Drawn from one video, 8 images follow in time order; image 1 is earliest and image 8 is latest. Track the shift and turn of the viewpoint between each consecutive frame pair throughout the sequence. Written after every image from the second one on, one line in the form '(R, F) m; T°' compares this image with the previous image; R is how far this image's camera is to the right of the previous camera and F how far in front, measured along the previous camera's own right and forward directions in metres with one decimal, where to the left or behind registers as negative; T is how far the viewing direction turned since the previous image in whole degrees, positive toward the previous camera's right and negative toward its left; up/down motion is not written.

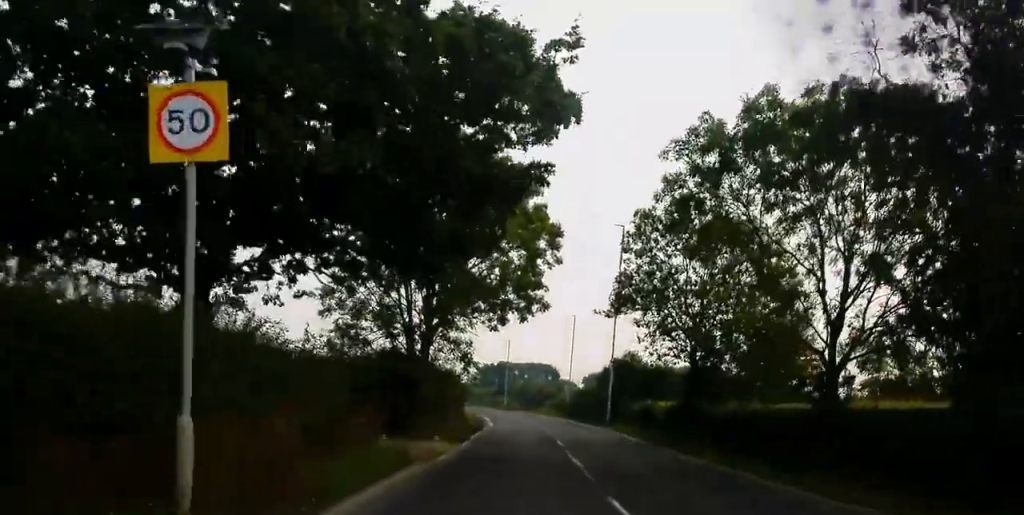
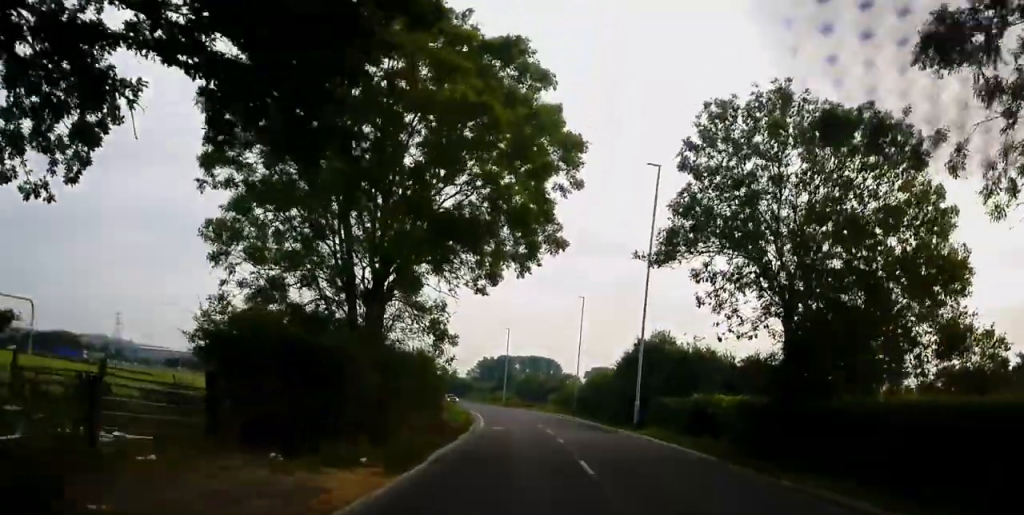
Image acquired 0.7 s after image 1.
(-0.2, +11.7) m; +1°
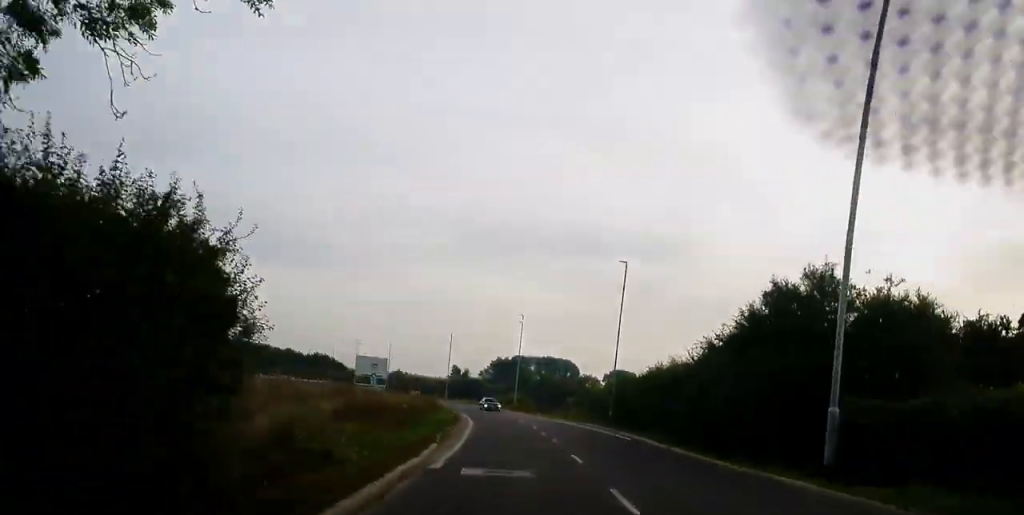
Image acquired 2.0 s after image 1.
(+0.2, +22.1) m; -2°
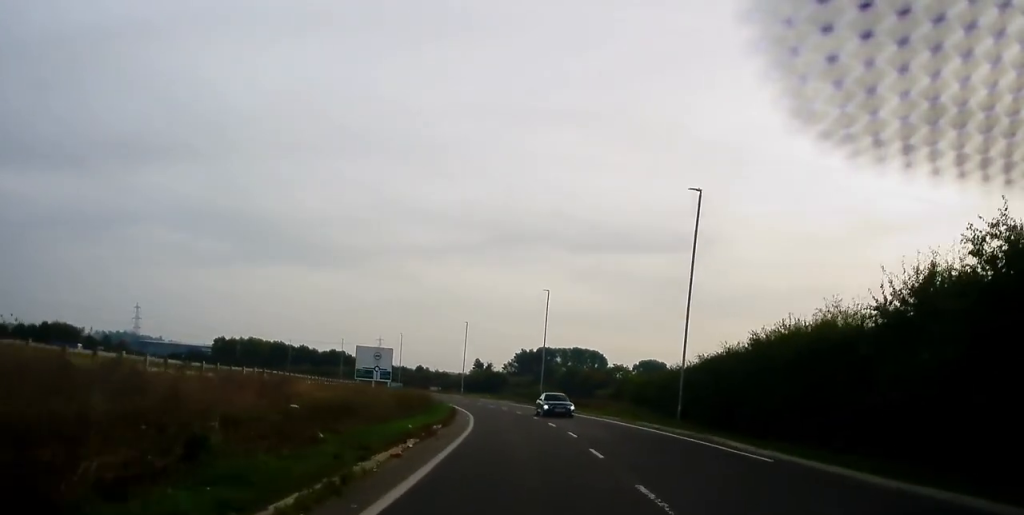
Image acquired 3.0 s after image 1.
(-0.5, +18.0) m; -1°
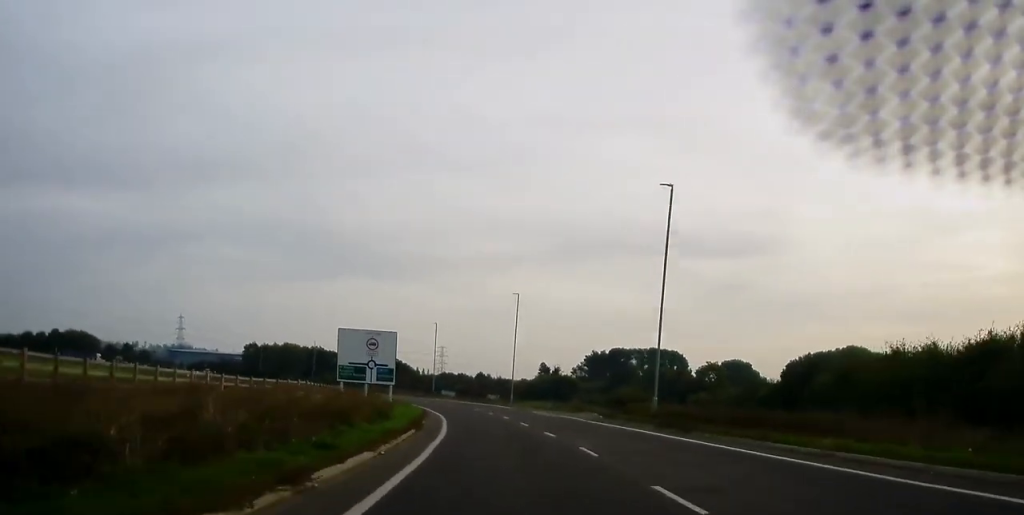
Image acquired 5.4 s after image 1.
(-1.7, +44.4) m; -5°
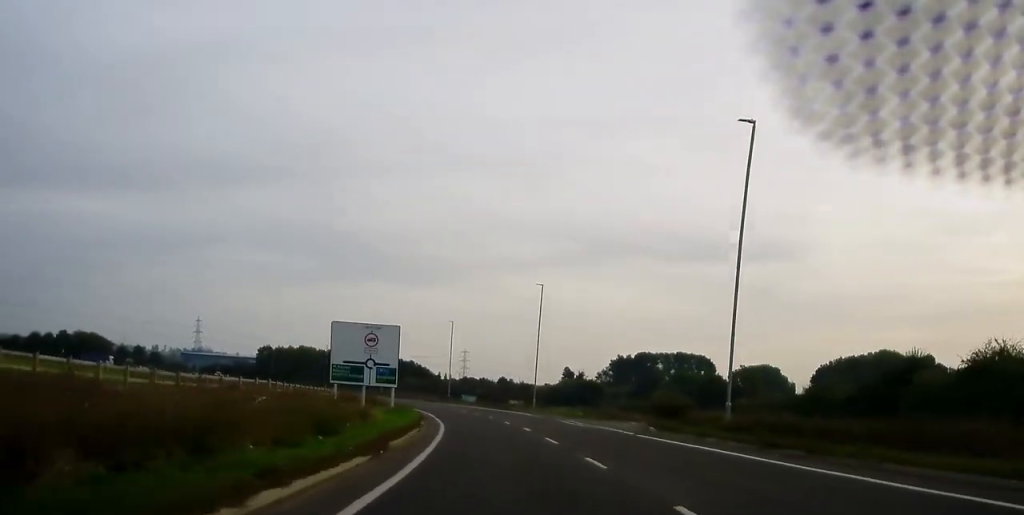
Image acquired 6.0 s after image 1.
(-0.1, +10.9) m; -1°
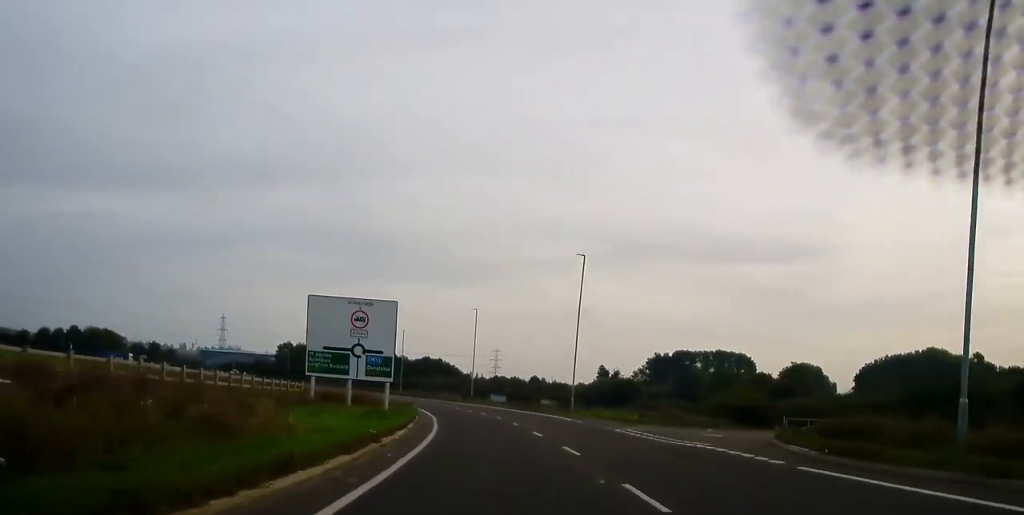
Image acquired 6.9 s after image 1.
(-0.1, +15.4) m; -2°
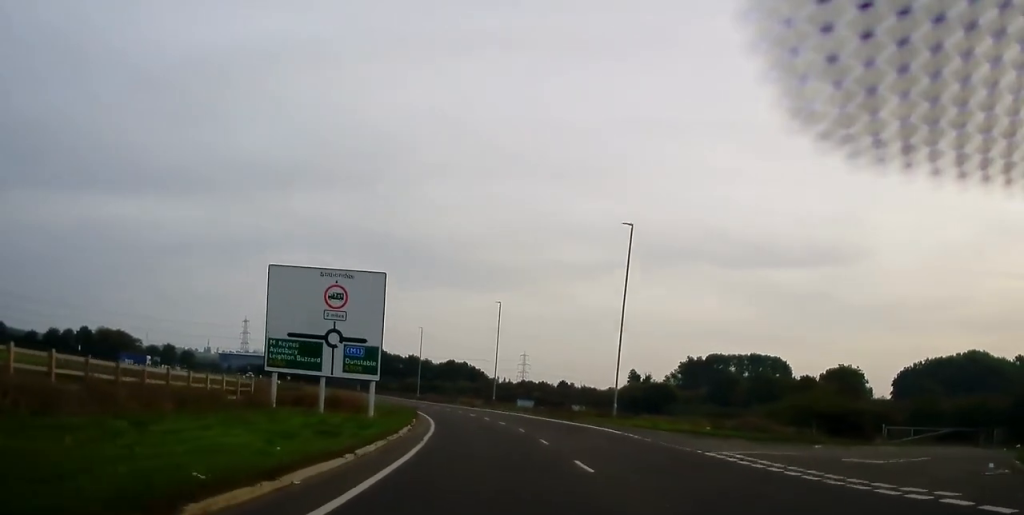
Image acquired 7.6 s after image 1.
(-0.2, +12.7) m; -3°
